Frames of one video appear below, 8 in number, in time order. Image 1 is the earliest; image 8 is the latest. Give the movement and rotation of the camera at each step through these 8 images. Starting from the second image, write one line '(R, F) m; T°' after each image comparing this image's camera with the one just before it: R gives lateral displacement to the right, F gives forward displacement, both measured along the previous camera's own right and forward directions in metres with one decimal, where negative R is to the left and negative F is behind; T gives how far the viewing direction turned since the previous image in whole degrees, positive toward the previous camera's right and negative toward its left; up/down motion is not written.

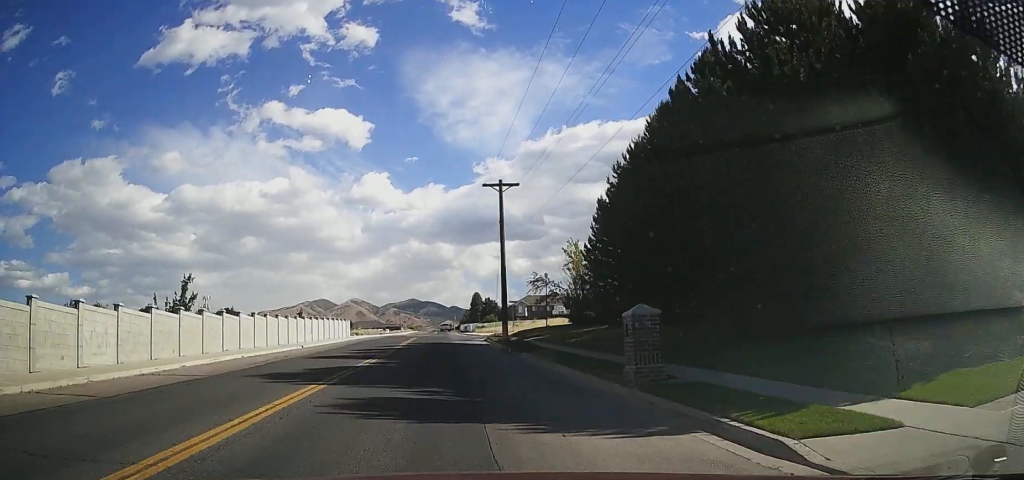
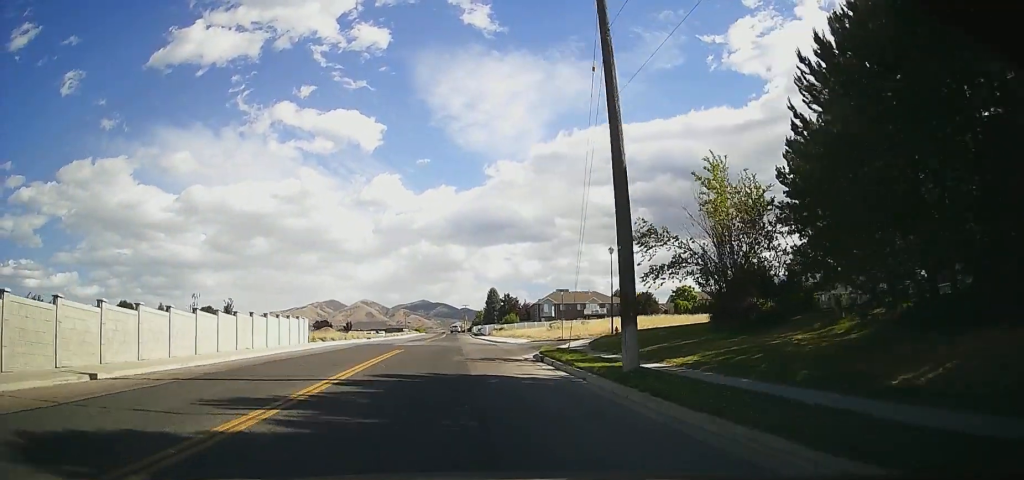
(0.0, +26.2) m; 0°
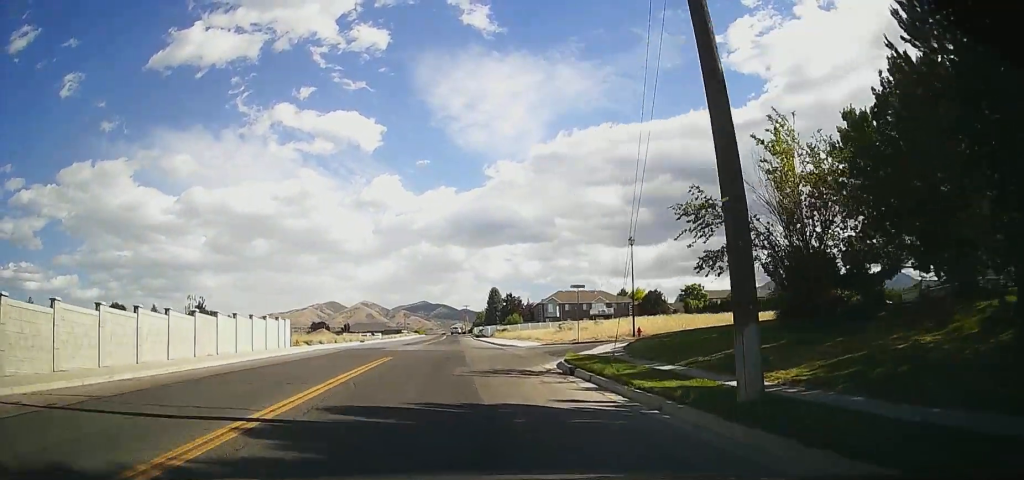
(0.0, +5.6) m; 0°
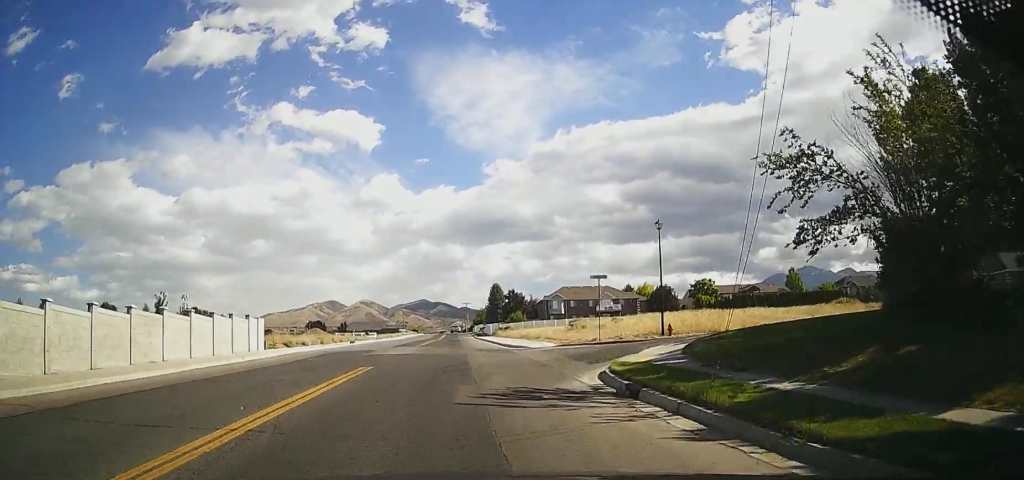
(0.0, +6.1) m; 0°
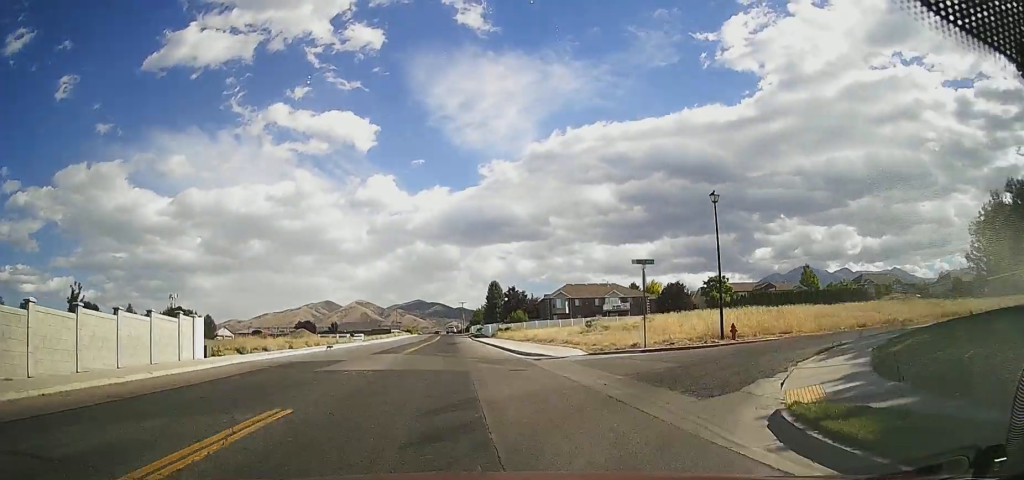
(0.0, +9.3) m; 0°
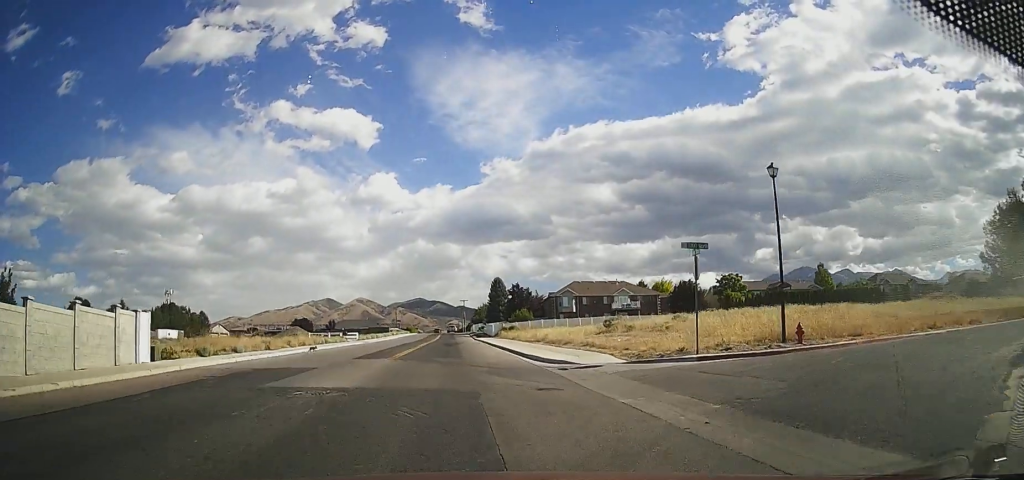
(0.0, +6.6) m; 0°
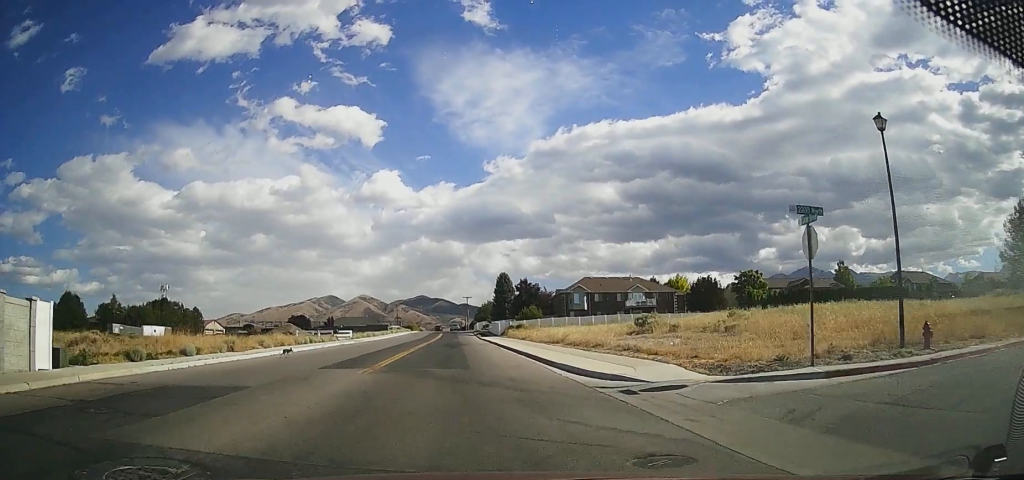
(0.0, +7.6) m; 0°
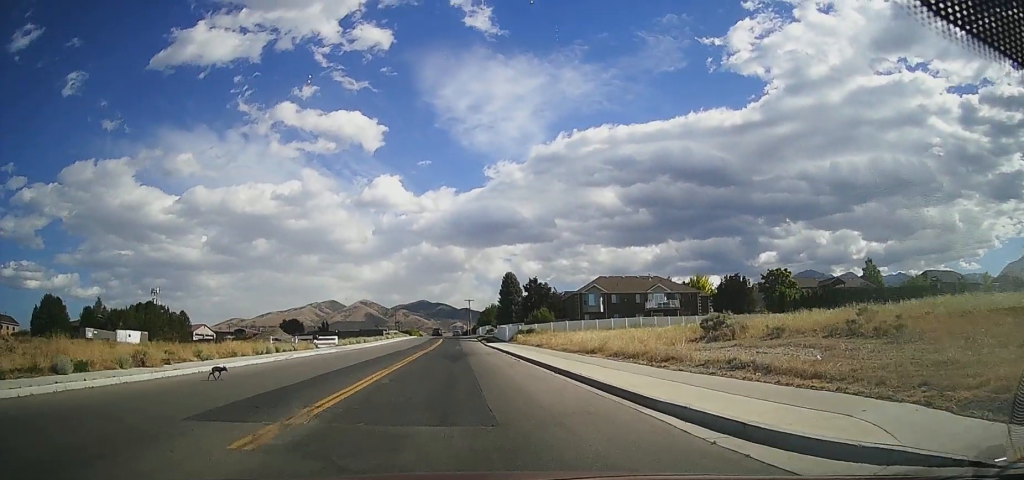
(0.0, +11.8) m; 0°
